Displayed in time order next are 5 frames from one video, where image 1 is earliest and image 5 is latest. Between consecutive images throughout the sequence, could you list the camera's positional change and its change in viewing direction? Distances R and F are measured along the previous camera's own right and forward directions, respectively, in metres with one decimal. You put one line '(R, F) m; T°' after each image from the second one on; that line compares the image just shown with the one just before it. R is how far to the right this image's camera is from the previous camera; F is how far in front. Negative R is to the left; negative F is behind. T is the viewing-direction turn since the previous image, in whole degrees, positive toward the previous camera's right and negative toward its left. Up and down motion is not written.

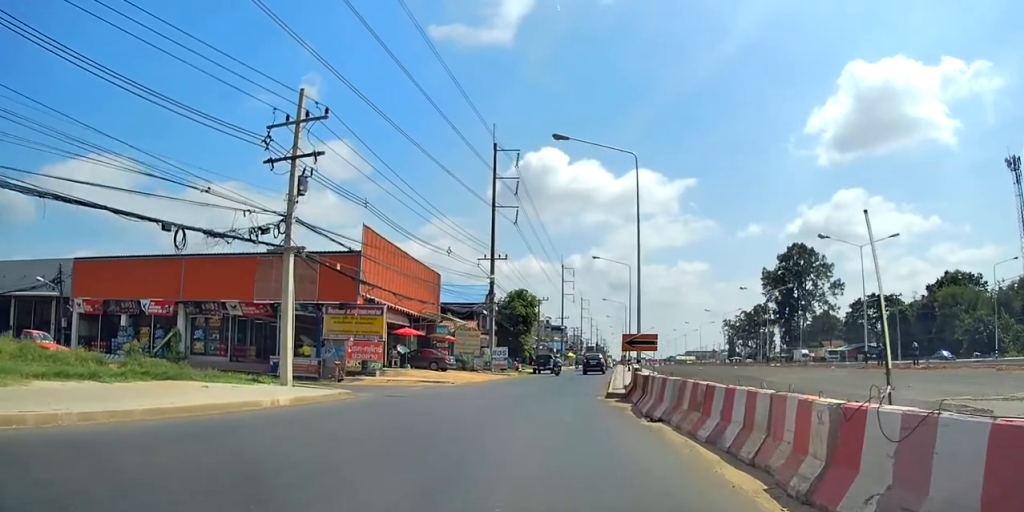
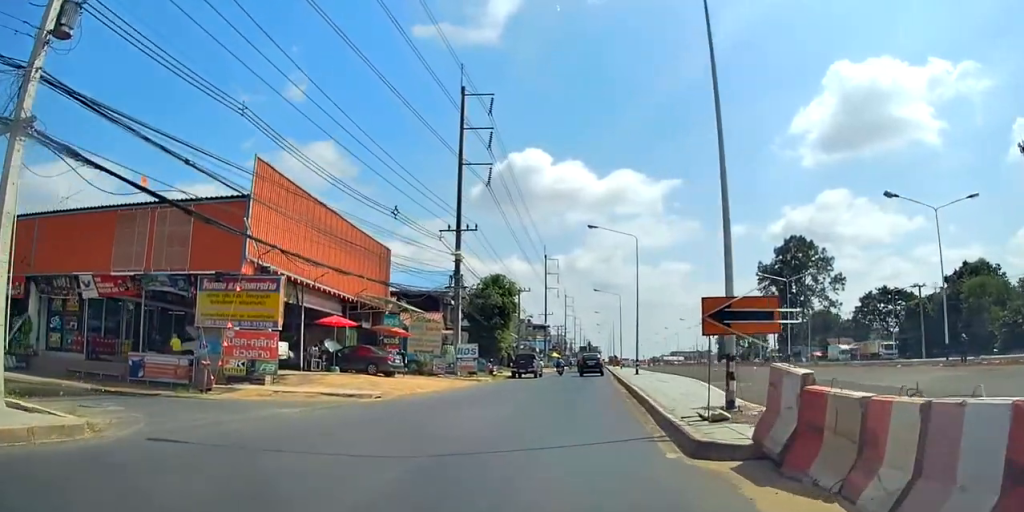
(-0.1, +11.4) m; +4°
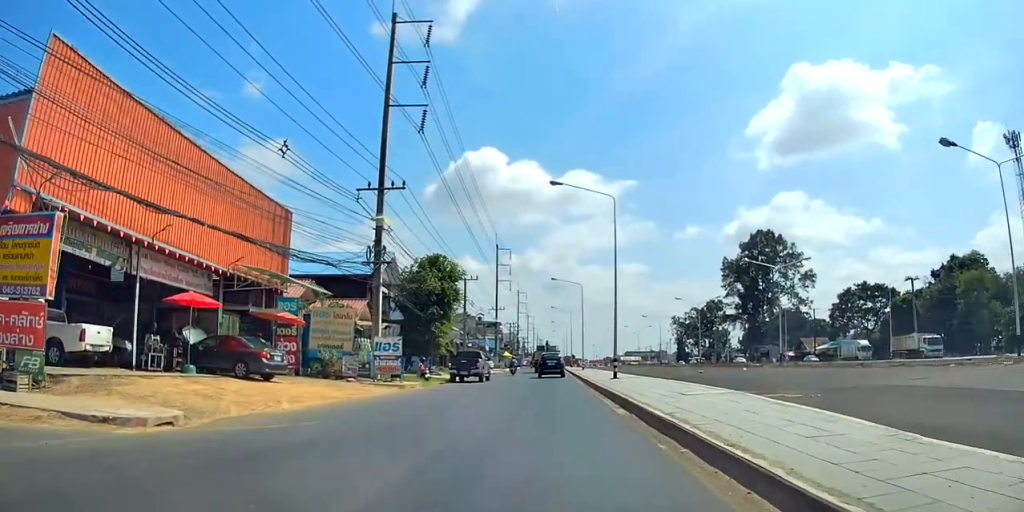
(+0.8, +9.7) m; +4°
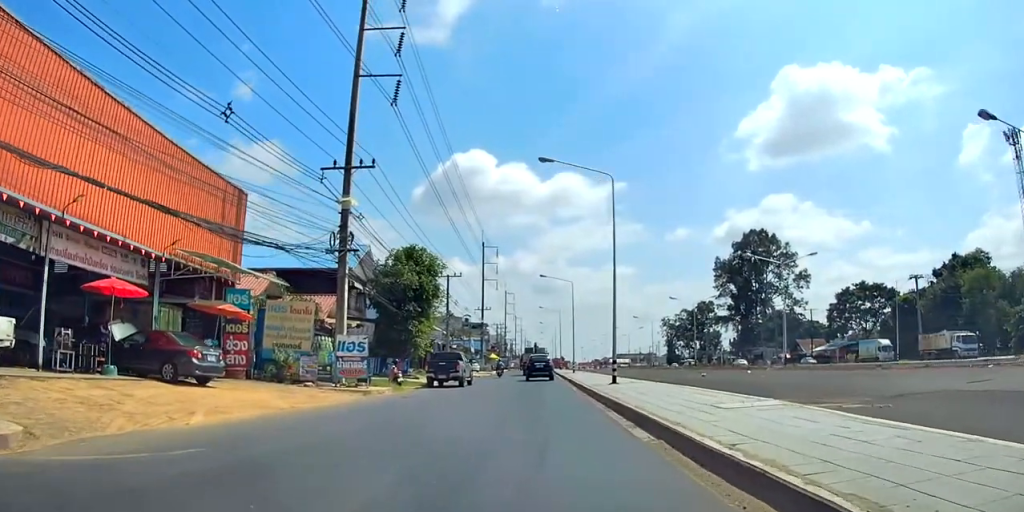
(-0.1, +3.9) m; -1°
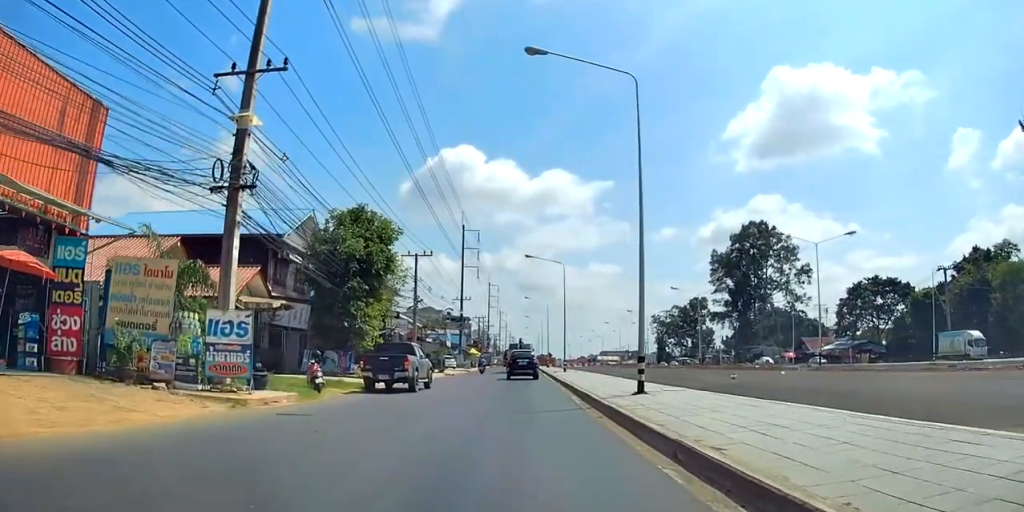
(-0.1, +9.6) m; -1°
